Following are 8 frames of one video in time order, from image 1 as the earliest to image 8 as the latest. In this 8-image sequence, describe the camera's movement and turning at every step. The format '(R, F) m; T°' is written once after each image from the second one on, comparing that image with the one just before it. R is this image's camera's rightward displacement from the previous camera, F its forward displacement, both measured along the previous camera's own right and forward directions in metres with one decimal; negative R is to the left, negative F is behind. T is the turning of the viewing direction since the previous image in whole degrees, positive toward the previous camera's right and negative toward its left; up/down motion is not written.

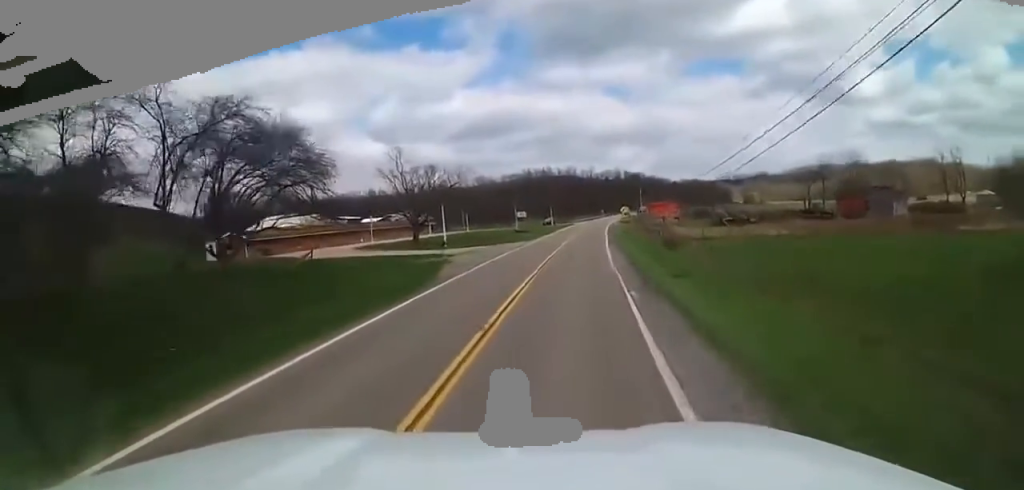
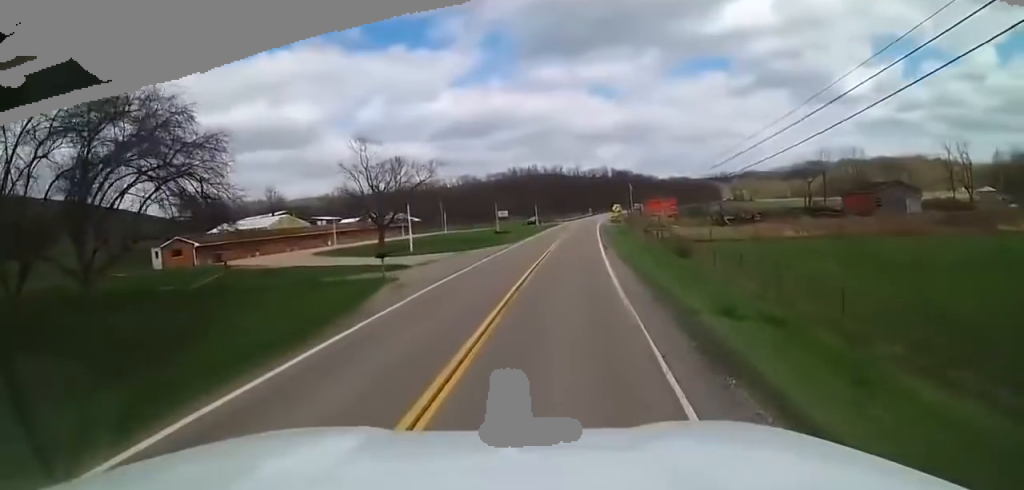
(0.0, +8.6) m; +1°
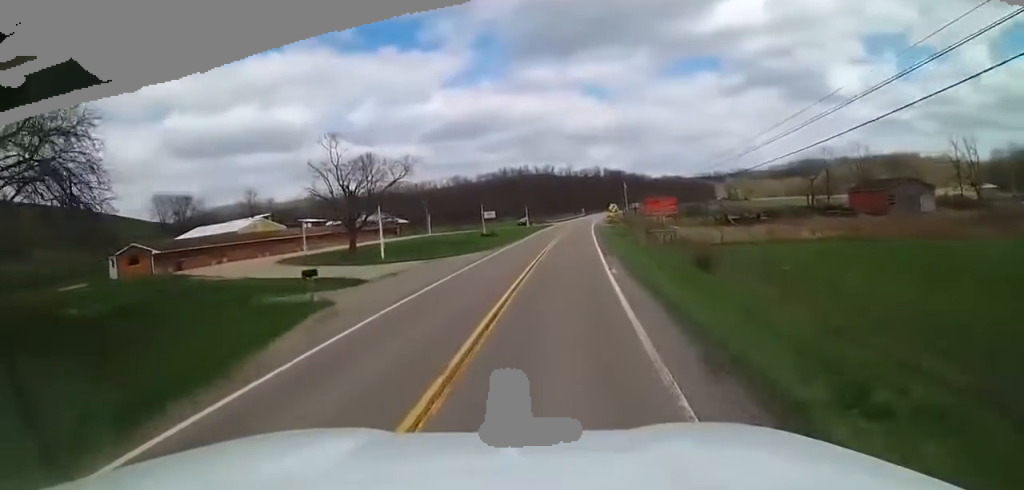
(-0.2, +6.6) m; +1°
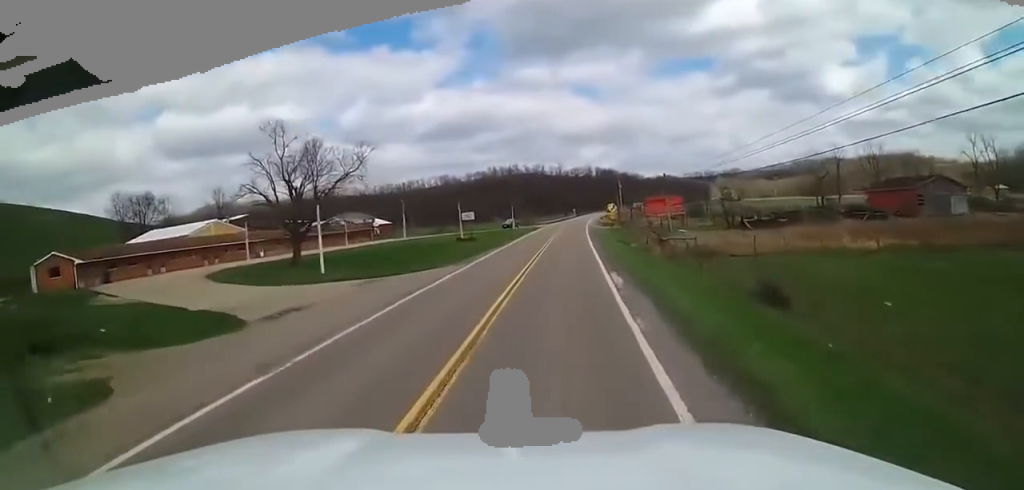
(+0.4, +10.5) m; +1°
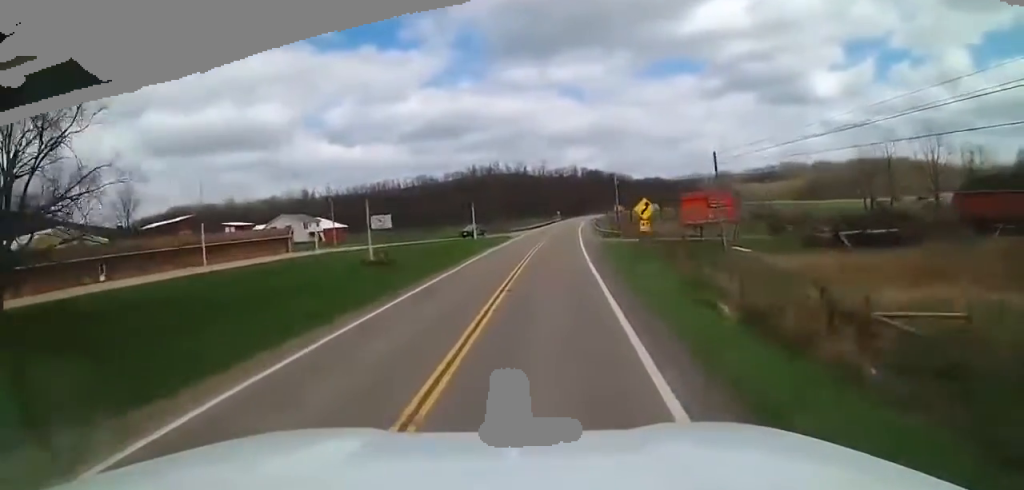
(+0.2, +26.9) m; +2°
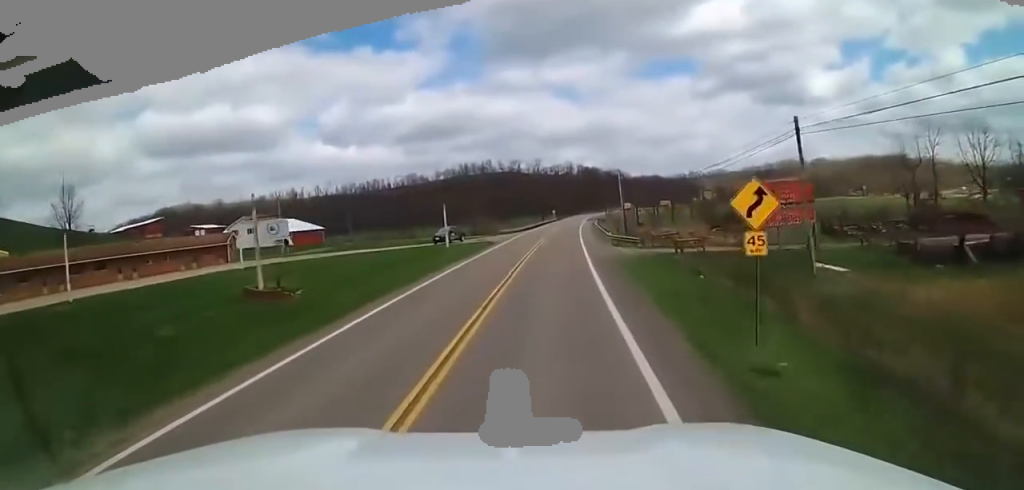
(+0.3, +14.3) m; +2°
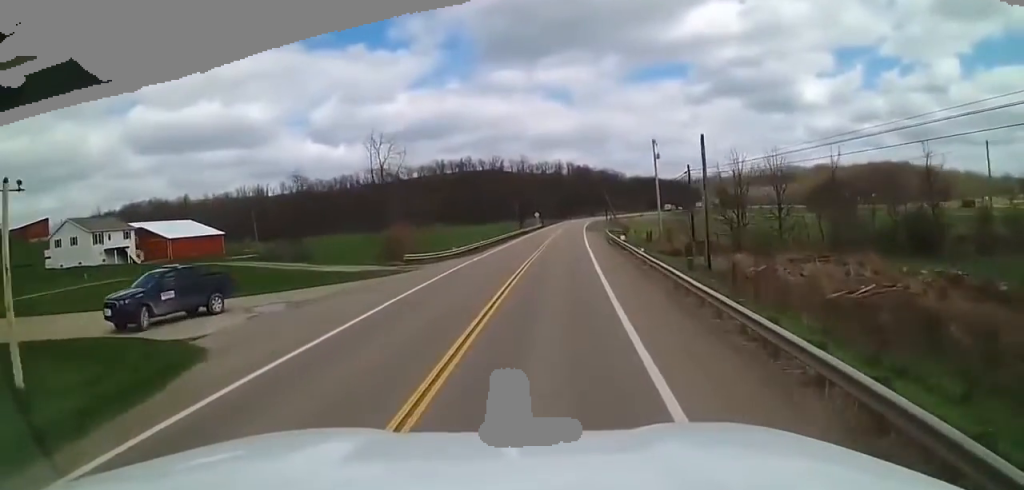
(+3.1, +45.6) m; +8°
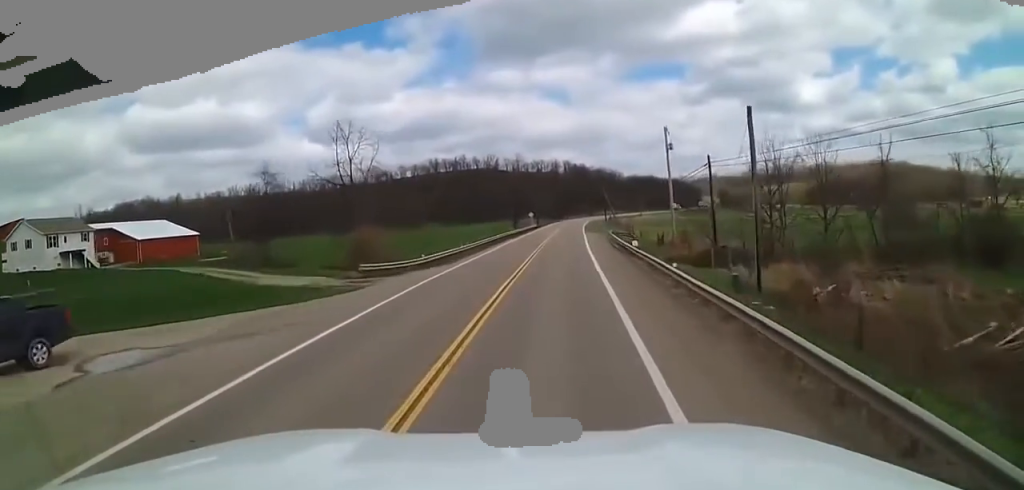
(-0.2, +8.2) m; -1°
